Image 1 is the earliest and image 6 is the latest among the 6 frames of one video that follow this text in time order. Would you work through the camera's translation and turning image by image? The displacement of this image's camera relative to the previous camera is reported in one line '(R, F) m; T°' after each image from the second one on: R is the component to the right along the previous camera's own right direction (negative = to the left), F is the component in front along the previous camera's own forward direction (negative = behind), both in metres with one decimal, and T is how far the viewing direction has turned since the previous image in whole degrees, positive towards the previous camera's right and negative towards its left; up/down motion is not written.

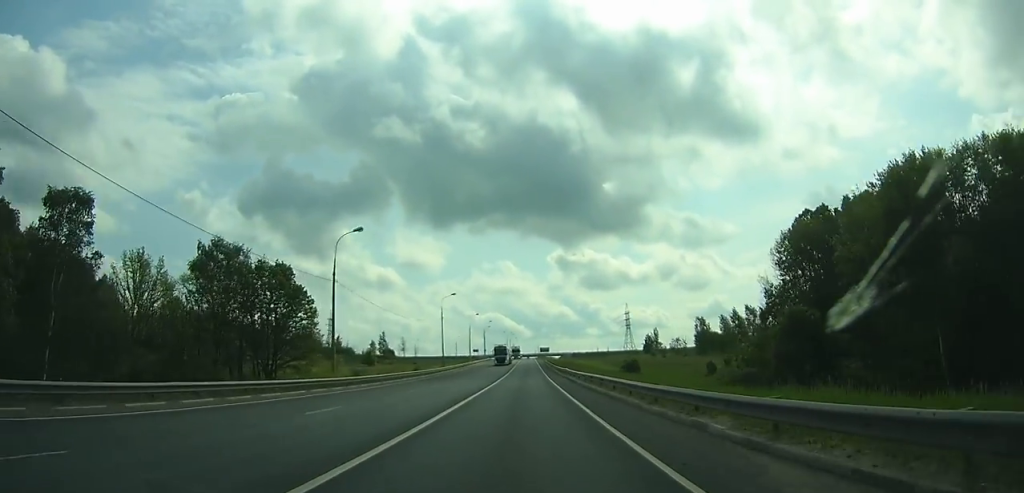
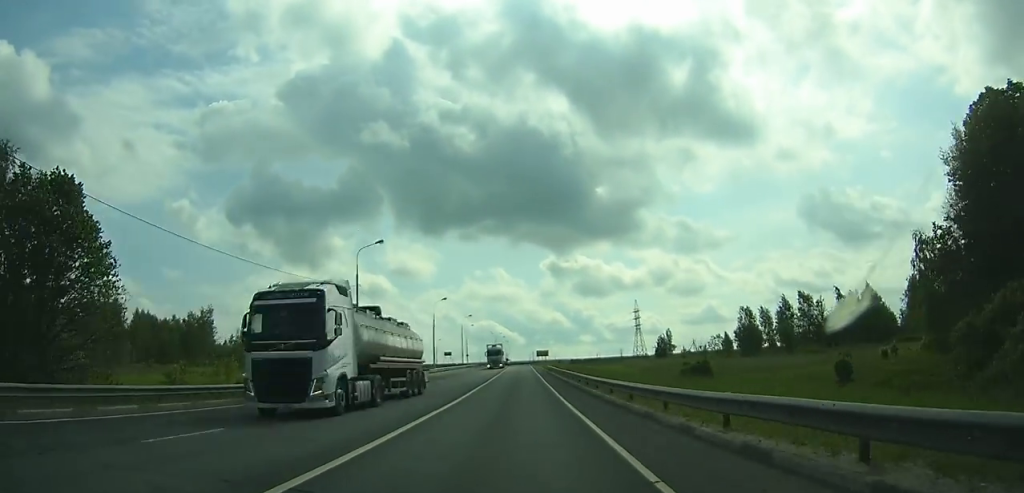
(+0.2, +42.6) m; 0°
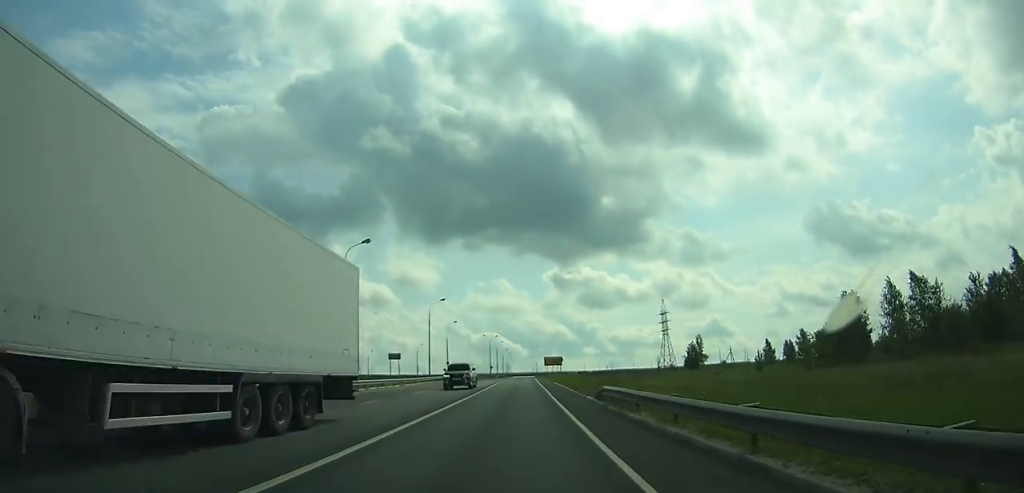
(+0.1, +44.8) m; 0°
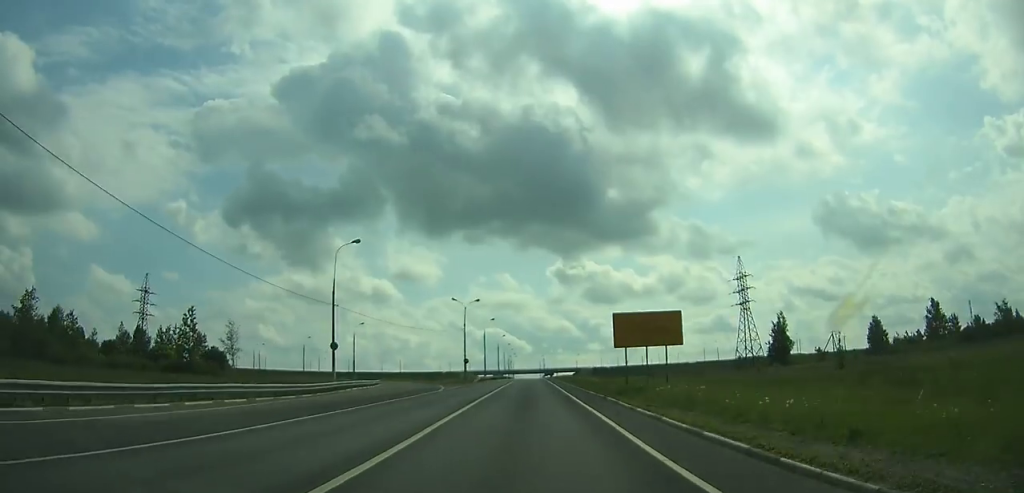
(-0.2, +74.9) m; 0°
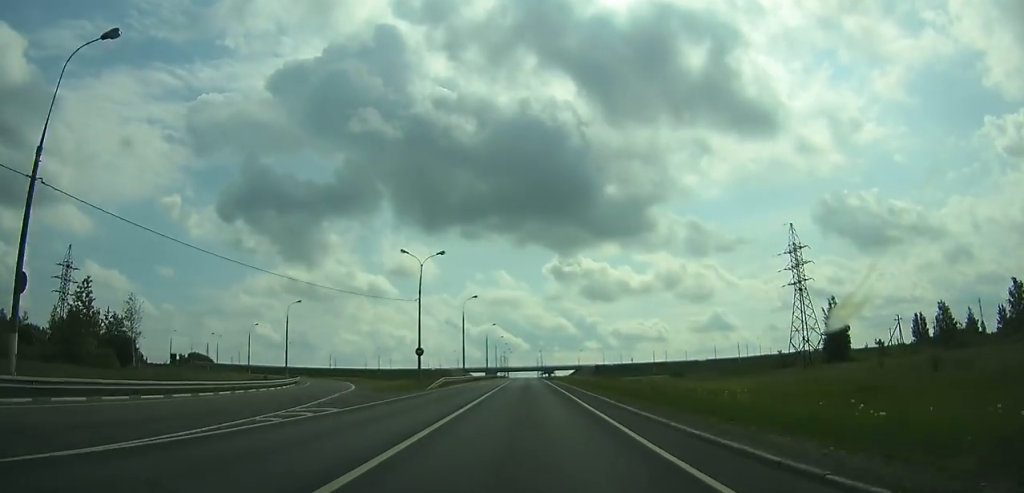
(+0.1, +32.5) m; 0°
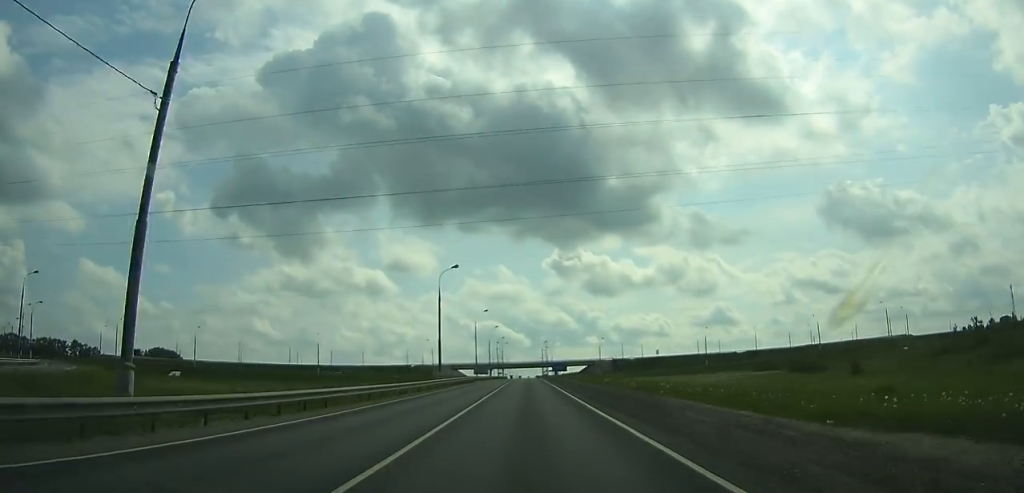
(+0.1, +67.4) m; 0°
